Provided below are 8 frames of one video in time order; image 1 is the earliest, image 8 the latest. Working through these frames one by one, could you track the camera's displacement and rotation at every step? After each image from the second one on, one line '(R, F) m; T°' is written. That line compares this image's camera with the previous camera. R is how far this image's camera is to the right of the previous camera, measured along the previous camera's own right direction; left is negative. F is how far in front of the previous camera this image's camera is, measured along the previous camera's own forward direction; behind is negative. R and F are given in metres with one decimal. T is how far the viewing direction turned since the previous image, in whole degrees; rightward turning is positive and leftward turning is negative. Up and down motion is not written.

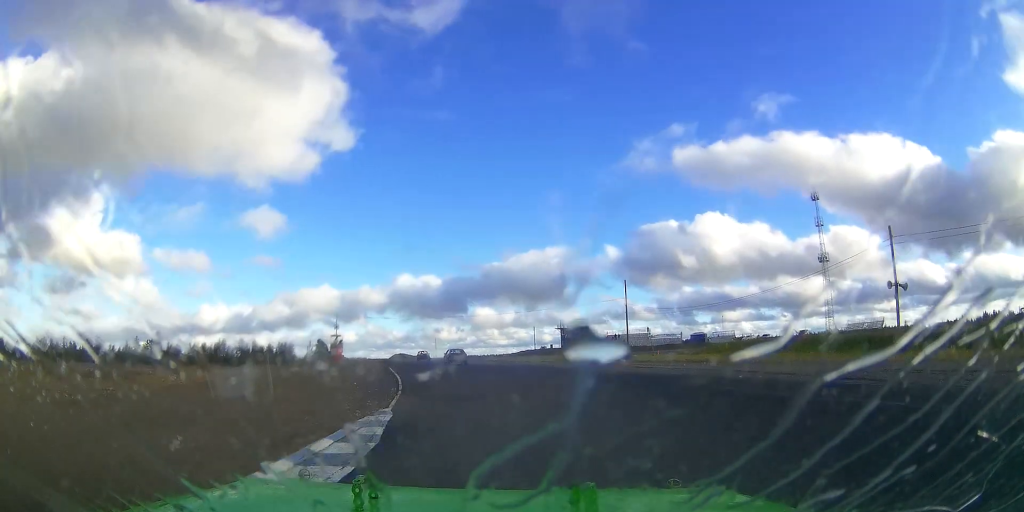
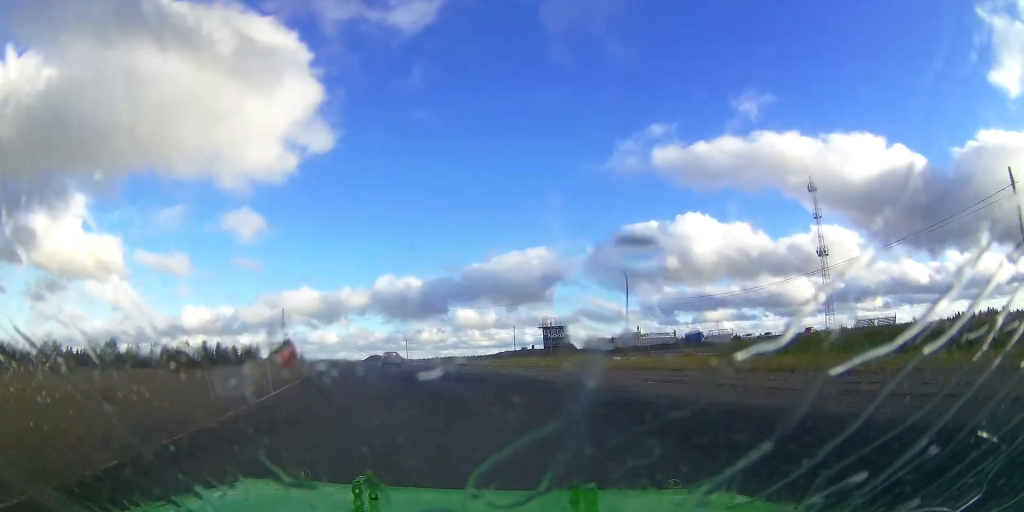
(-1.7, +12.3) m; -7°
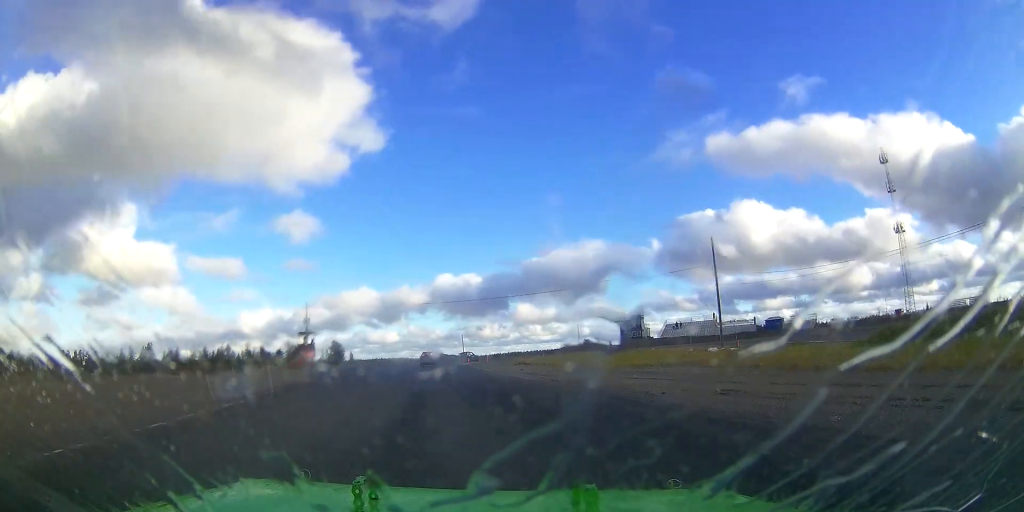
(-0.4, +11.8) m; -6°
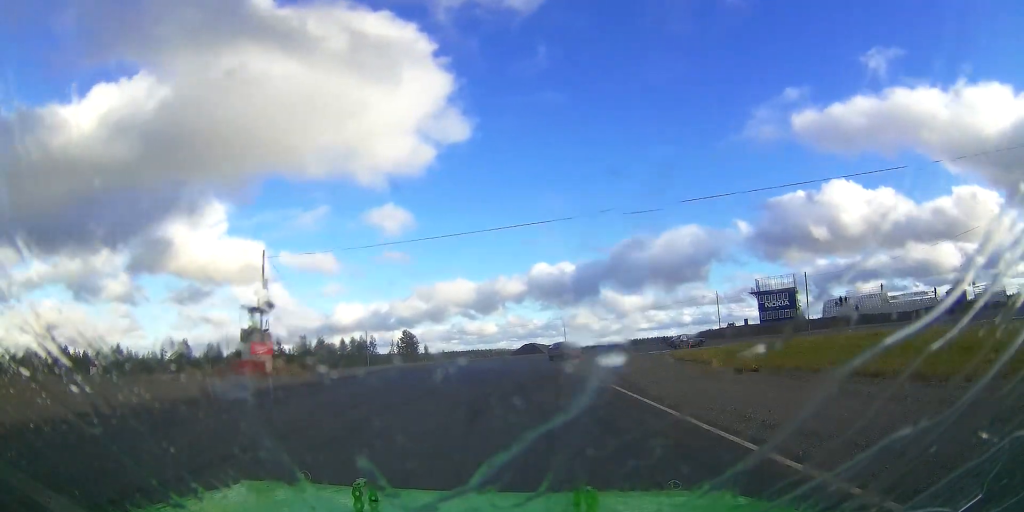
(-1.5, +28.6) m; +1°
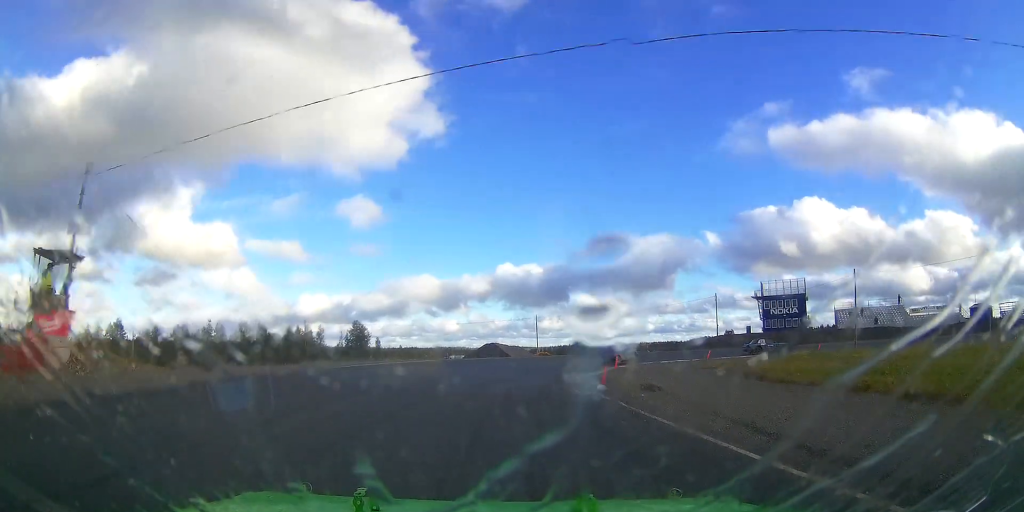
(+0.4, +12.1) m; +5°
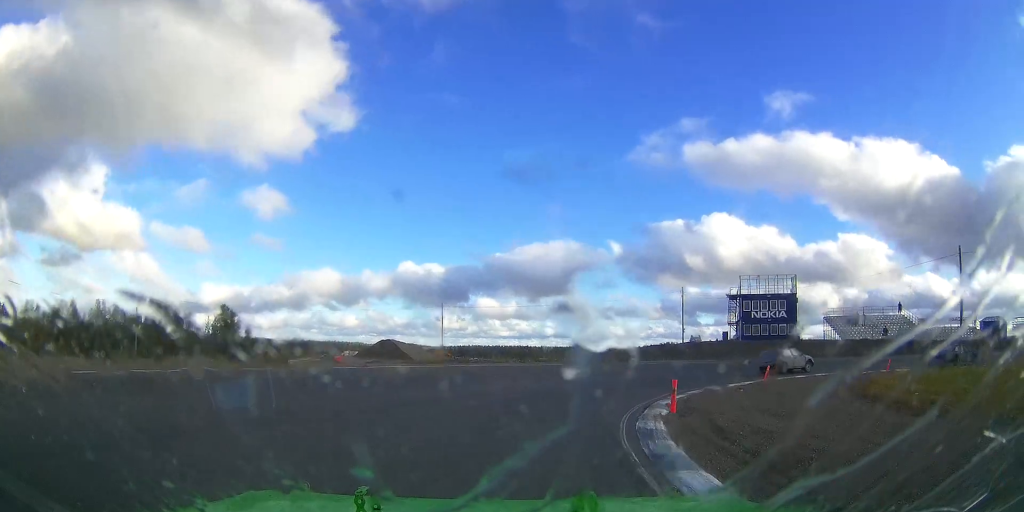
(+2.0, +18.8) m; +21°
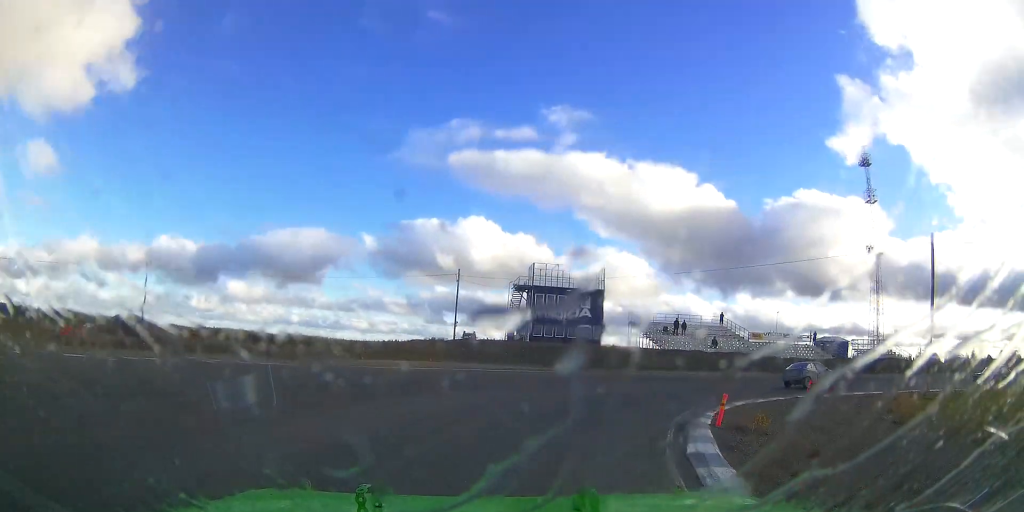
(+3.4, +12.6) m; +28°
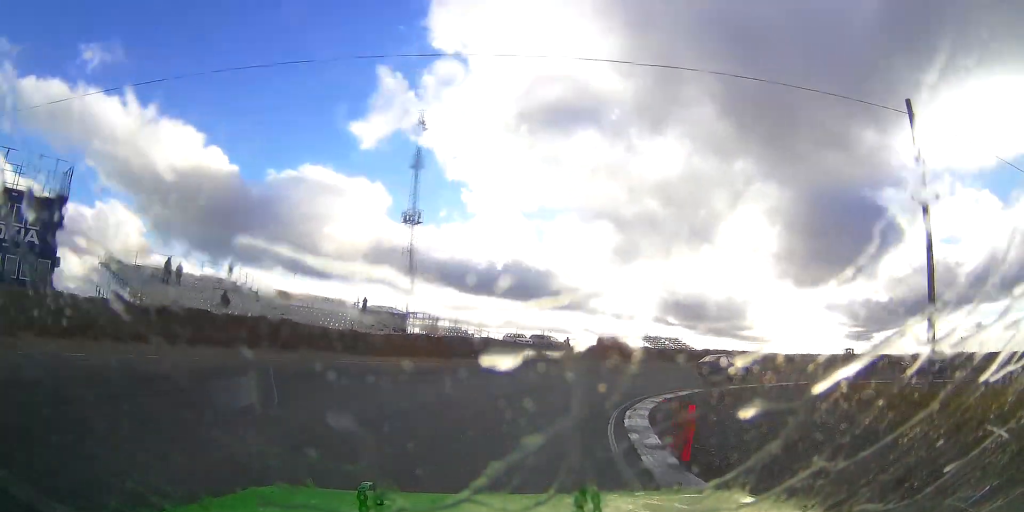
(+6.7, +17.3) m; +46°
